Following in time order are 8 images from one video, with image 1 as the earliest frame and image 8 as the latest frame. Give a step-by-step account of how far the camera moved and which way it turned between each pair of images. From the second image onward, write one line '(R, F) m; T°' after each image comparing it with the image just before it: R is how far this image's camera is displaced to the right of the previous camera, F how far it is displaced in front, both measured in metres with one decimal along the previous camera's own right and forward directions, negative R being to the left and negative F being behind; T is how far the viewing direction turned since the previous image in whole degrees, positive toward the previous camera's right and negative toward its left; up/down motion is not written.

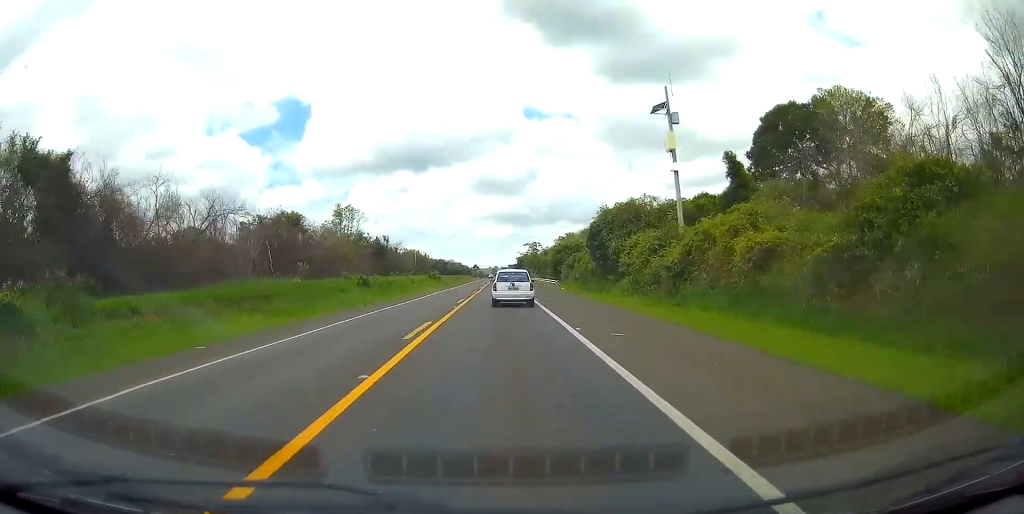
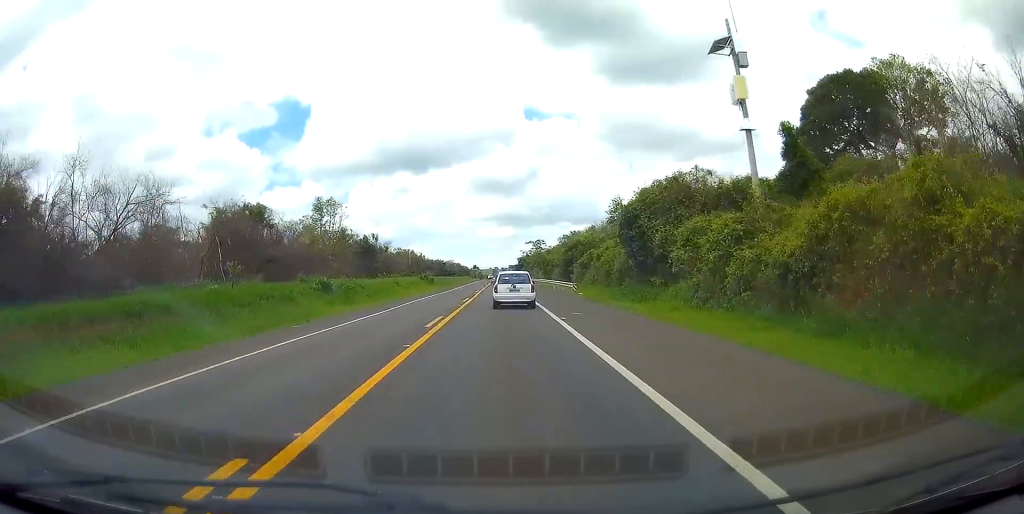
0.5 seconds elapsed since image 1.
(-0.5, +12.5) m; 0°
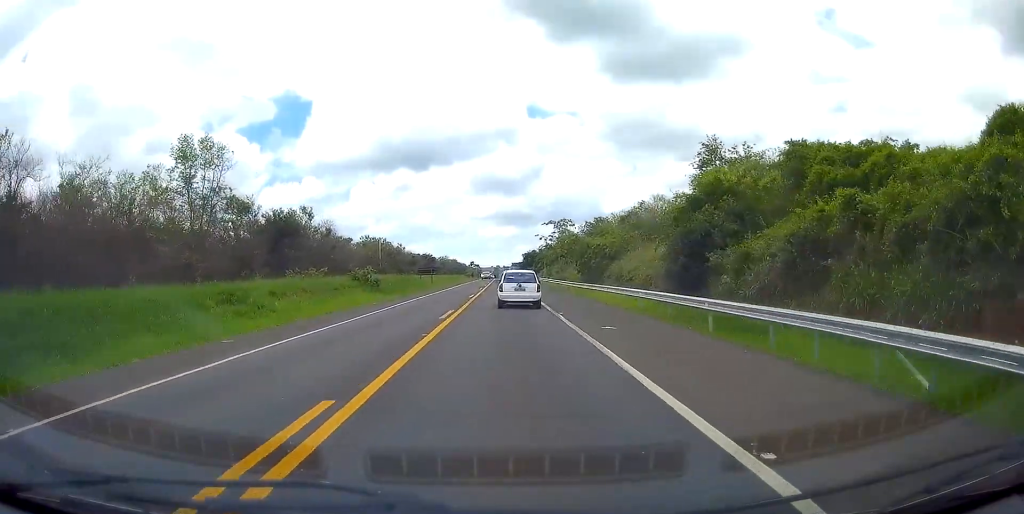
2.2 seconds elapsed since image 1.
(+0.7, +45.9) m; +1°
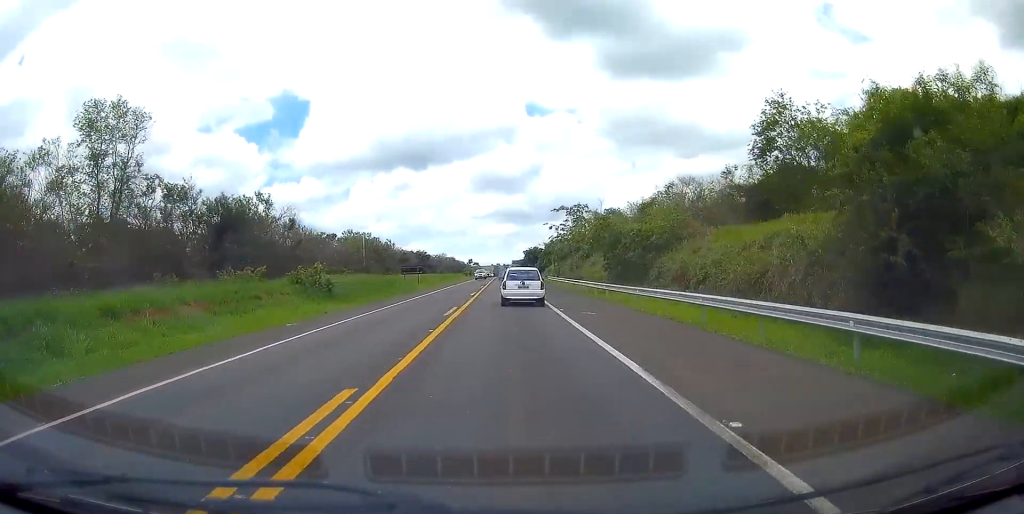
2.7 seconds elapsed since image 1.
(-0.1, +15.4) m; -1°
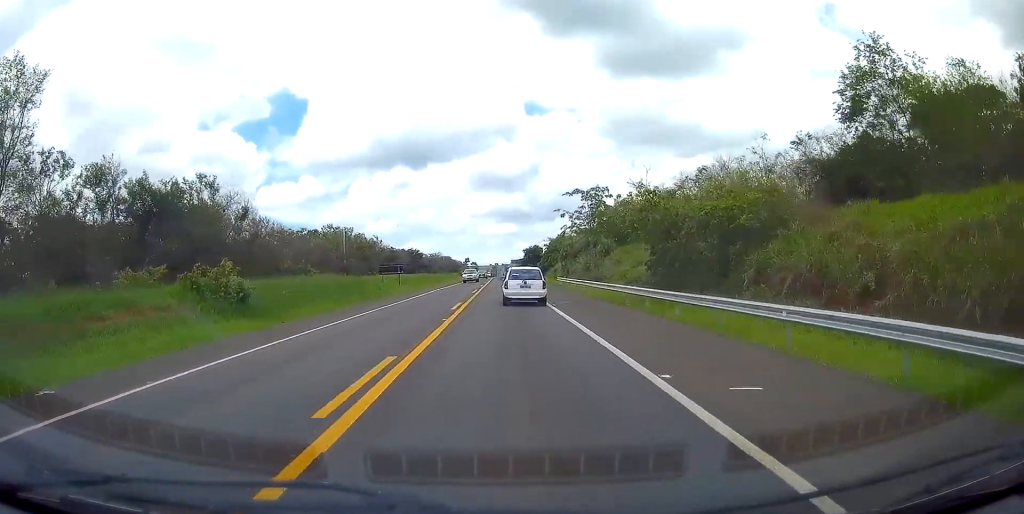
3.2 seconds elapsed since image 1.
(-0.2, +13.5) m; 0°
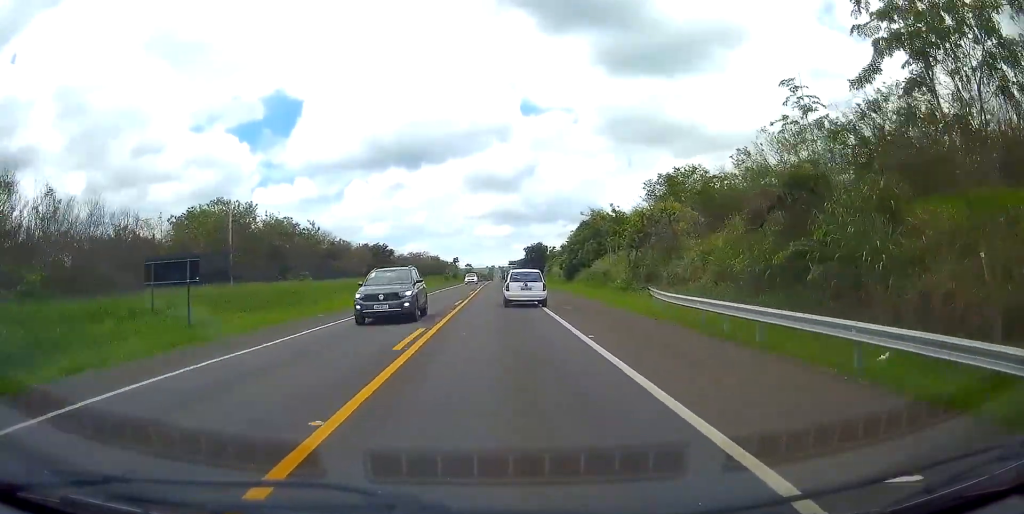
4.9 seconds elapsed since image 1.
(+0.2, +43.9) m; +2°
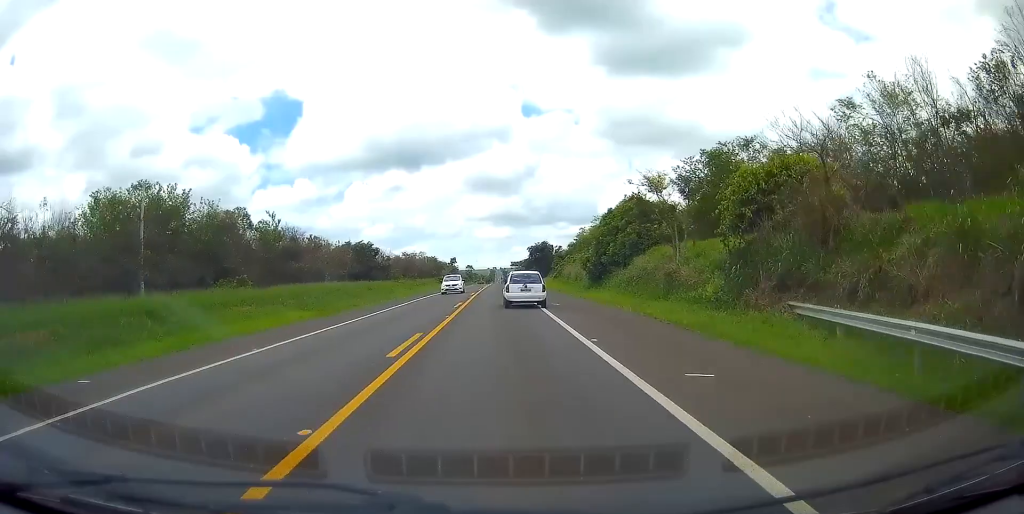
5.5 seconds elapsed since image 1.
(0.0, +16.8) m; 0°
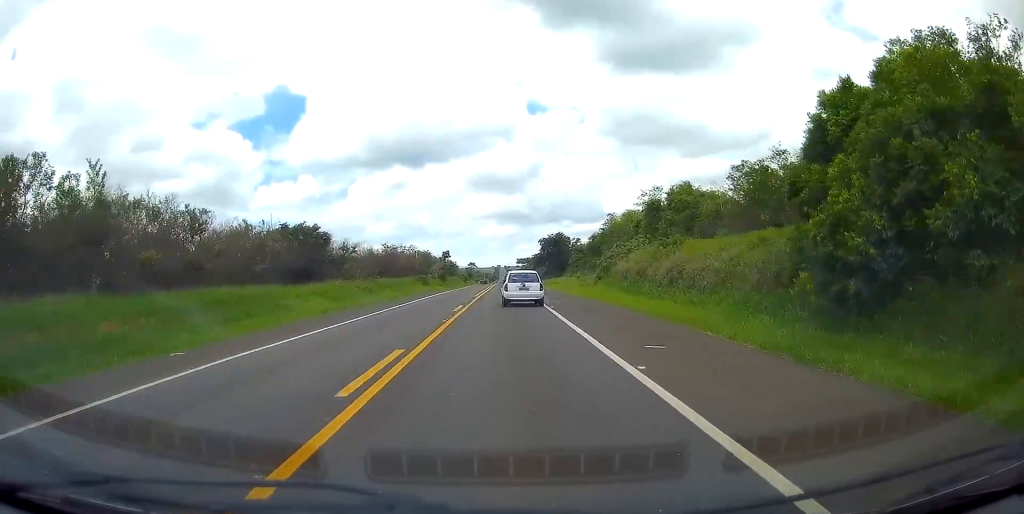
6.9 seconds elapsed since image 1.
(-0.4, +35.7) m; 0°
